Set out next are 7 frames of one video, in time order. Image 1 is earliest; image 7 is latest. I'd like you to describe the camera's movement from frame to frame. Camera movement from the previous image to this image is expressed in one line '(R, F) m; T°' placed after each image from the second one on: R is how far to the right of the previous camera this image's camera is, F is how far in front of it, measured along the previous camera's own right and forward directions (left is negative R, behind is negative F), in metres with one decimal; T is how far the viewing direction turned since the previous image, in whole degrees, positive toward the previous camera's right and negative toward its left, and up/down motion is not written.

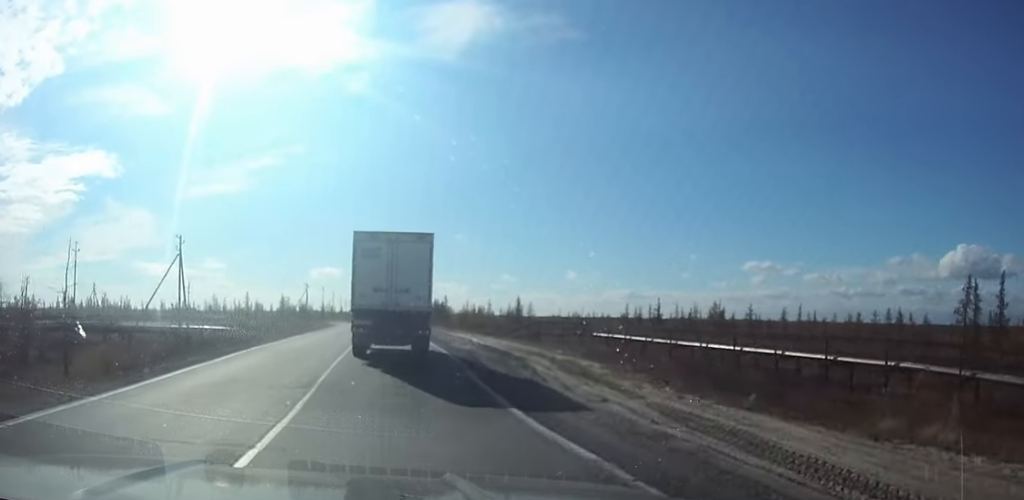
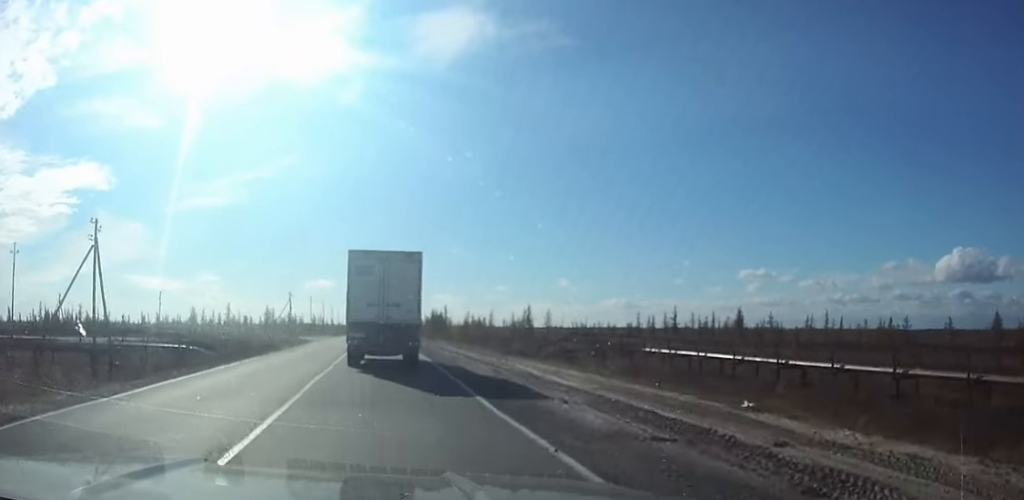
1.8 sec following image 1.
(-0.1, +21.3) m; -1°
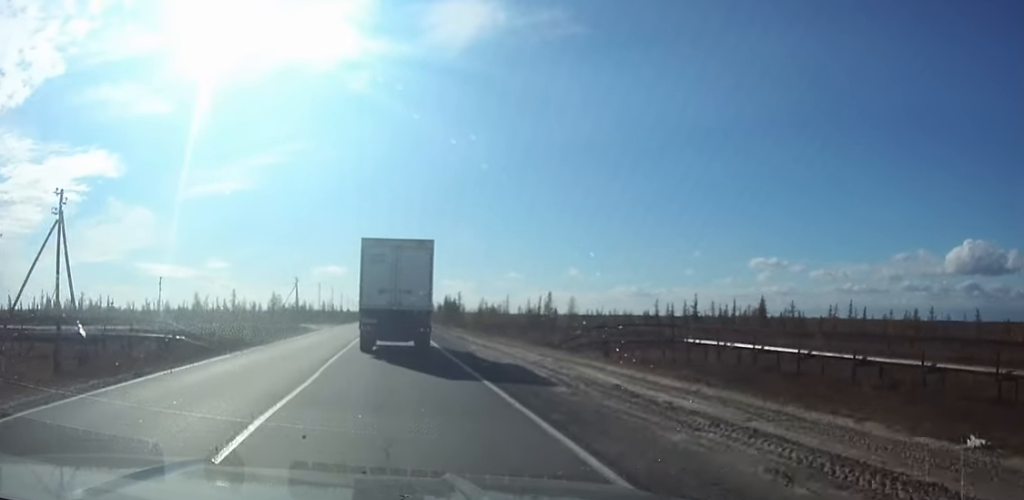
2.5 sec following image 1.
(-0.1, +8.3) m; 0°
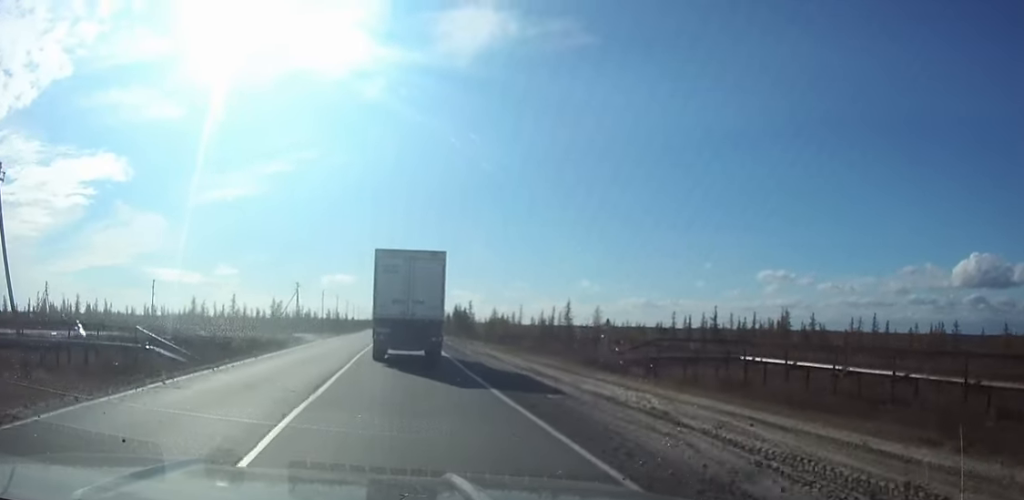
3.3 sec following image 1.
(0.0, +9.8) m; 0°
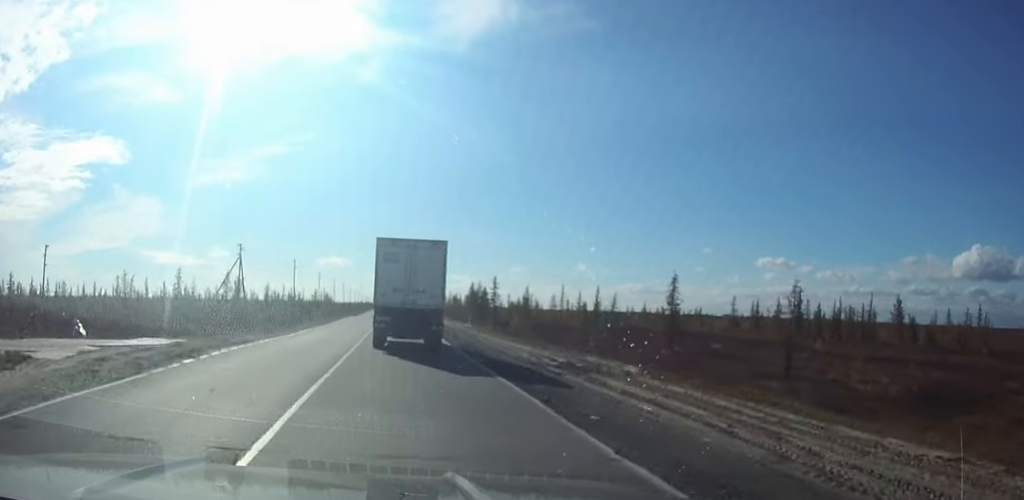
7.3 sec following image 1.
(+0.1, +48.7) m; 0°
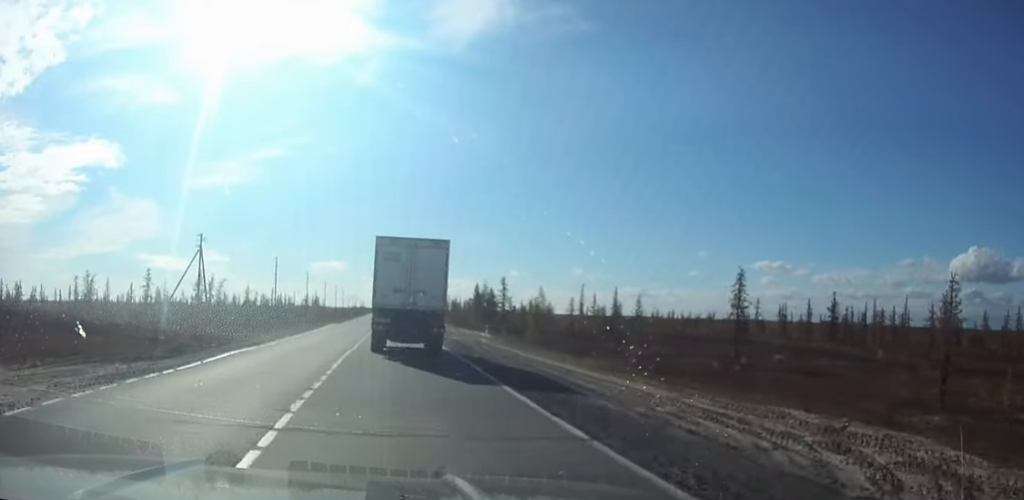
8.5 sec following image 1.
(0.0, +15.8) m; 0°
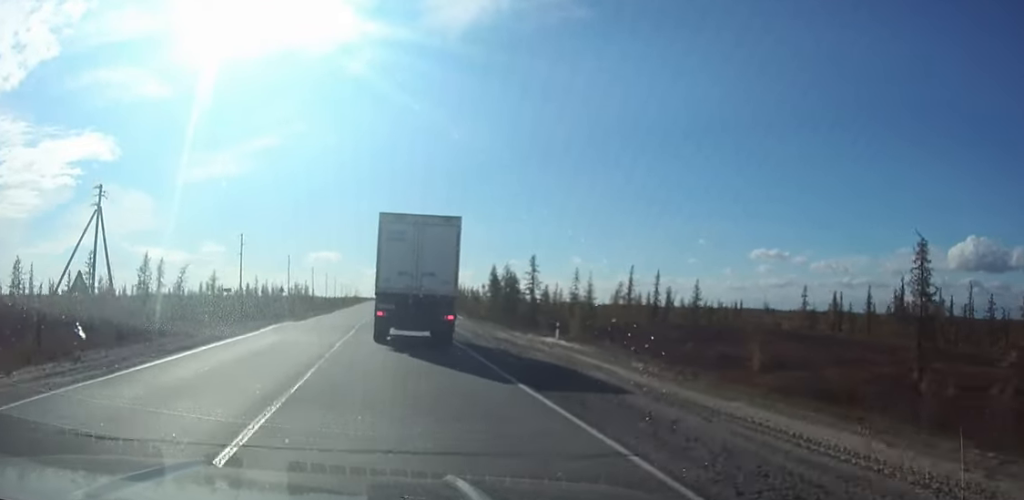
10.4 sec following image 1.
(+0.1, +25.3) m; 0°
